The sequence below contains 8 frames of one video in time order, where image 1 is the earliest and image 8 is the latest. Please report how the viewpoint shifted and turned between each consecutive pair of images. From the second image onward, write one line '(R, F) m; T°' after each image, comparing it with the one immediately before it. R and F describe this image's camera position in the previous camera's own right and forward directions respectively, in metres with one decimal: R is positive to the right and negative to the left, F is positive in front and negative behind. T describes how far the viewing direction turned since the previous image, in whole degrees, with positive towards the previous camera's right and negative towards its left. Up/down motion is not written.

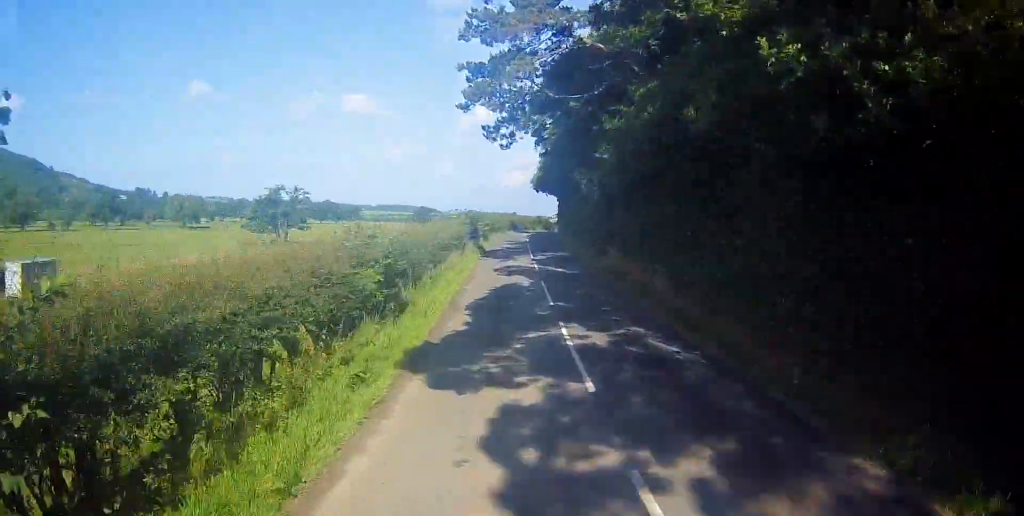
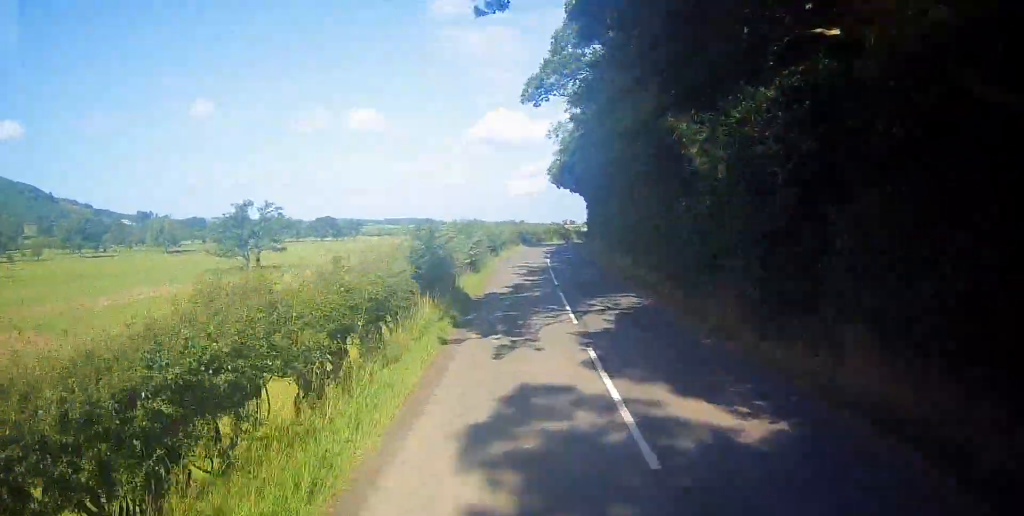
(-0.1, +20.1) m; 0°
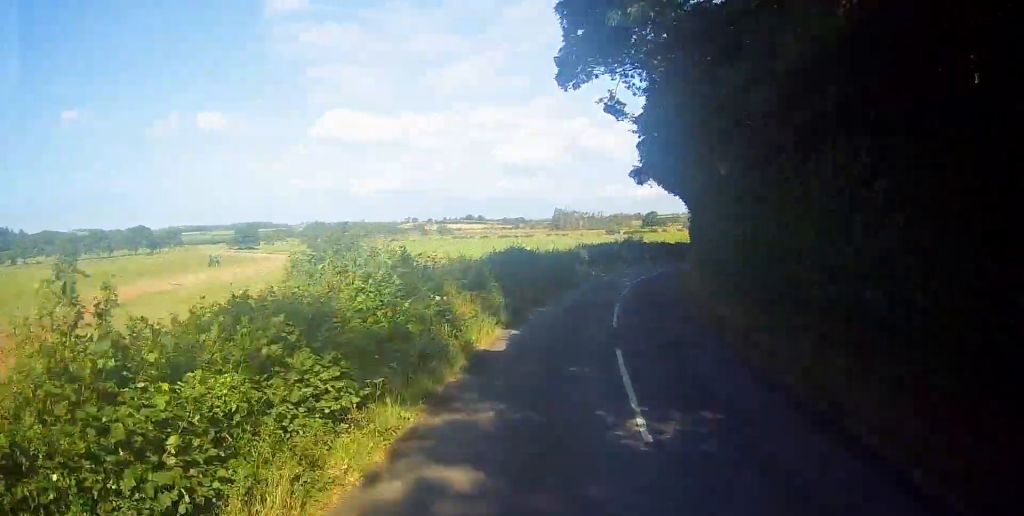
(+6.1, +68.1) m; +17°
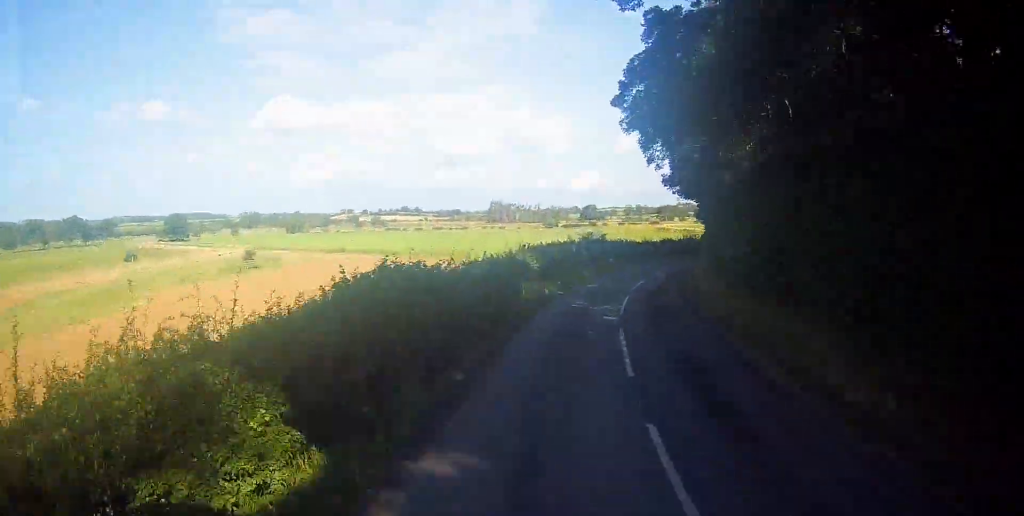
(+1.7, +14.6) m; +7°
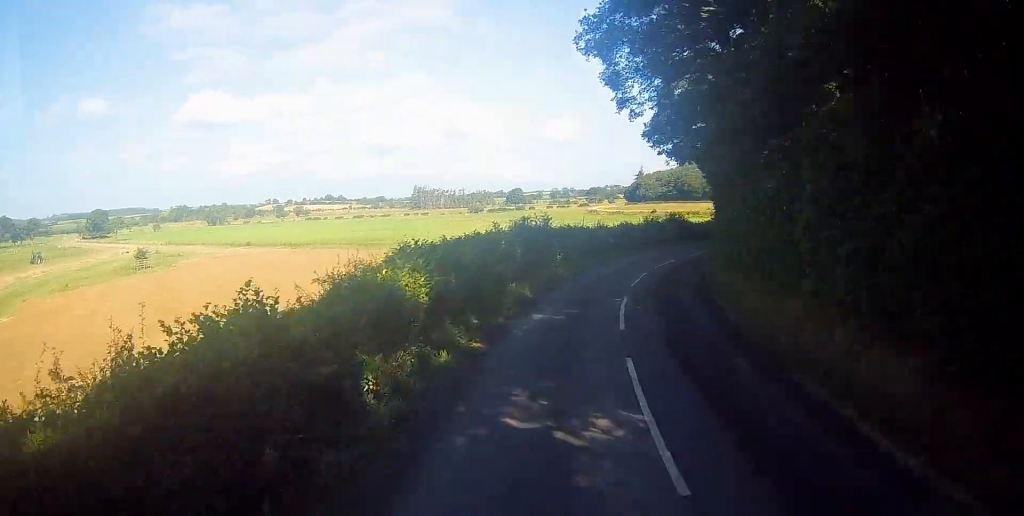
(+0.4, +14.8) m; +8°
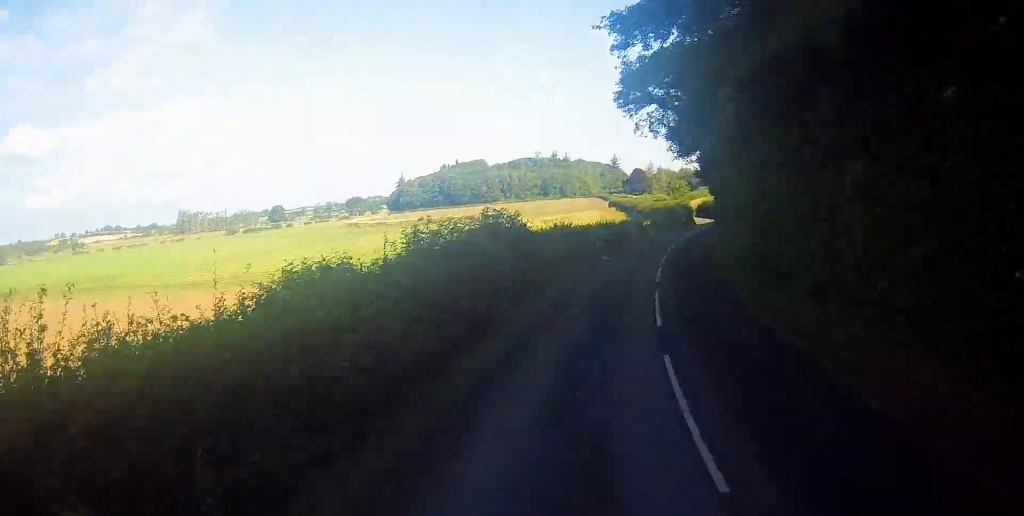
(+5.9, +34.6) m; +17°
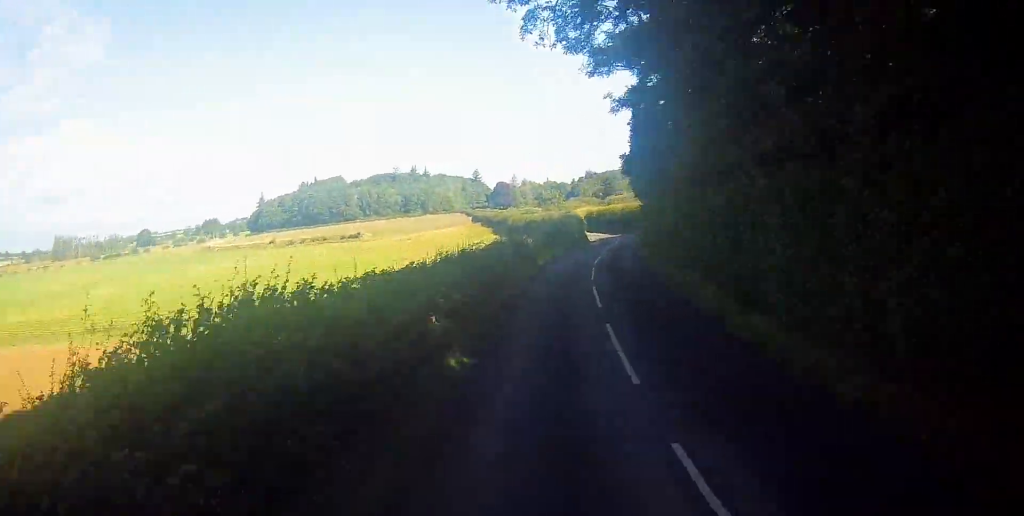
(+2.0, +20.7) m; +6°
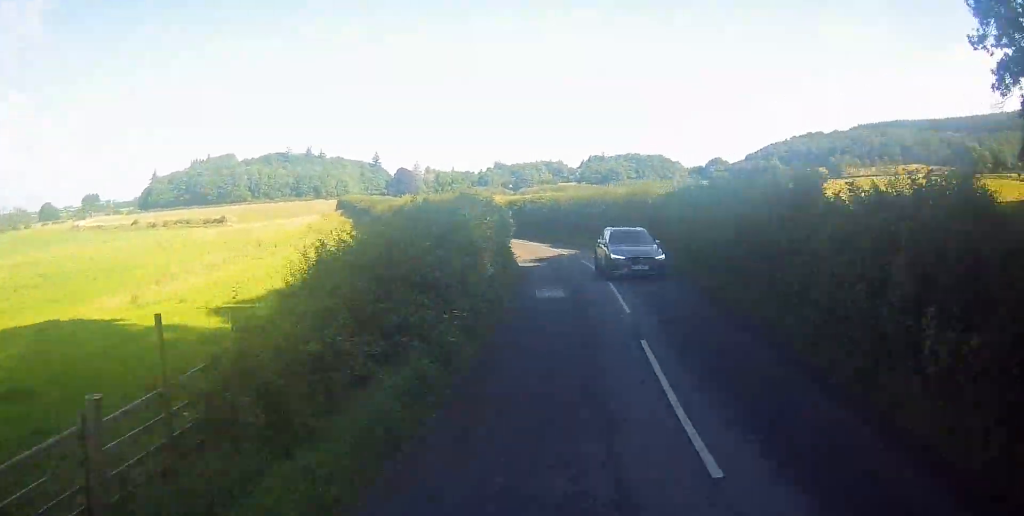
(+2.8, +36.1) m; +1°
